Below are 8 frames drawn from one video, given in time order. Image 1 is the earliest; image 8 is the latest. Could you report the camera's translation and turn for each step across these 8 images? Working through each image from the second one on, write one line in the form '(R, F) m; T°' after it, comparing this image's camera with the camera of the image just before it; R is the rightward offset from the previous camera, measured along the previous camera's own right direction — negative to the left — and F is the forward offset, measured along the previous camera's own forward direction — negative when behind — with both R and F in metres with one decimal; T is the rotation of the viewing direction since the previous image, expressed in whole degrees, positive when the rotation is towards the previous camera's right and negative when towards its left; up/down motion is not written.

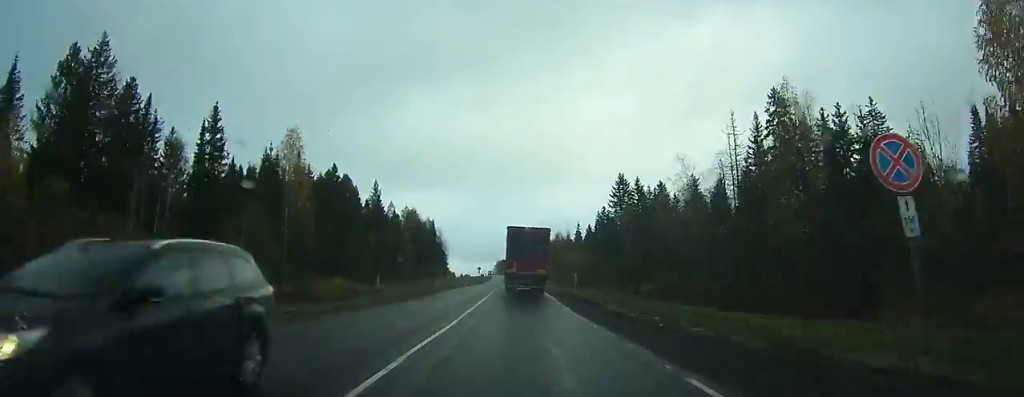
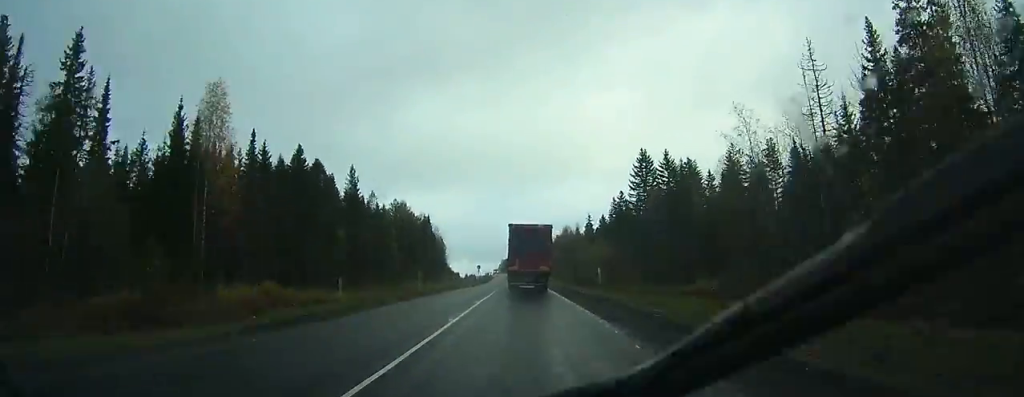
(0.0, +19.3) m; 0°
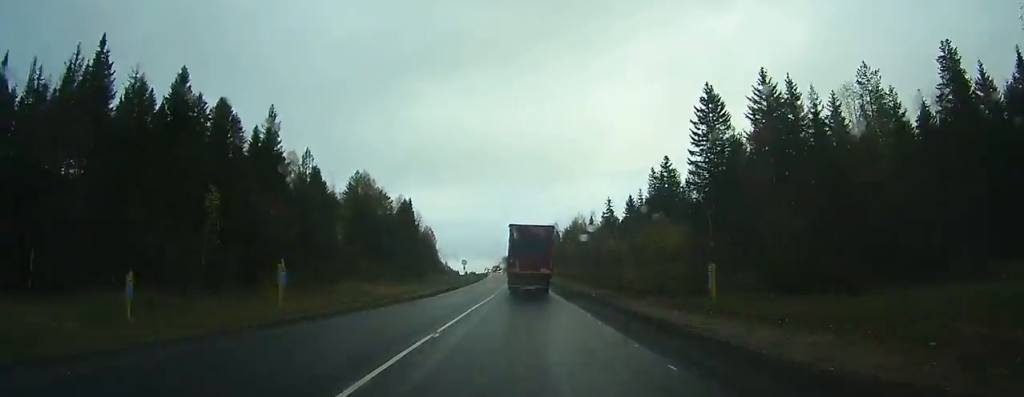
(-0.1, +35.4) m; 0°
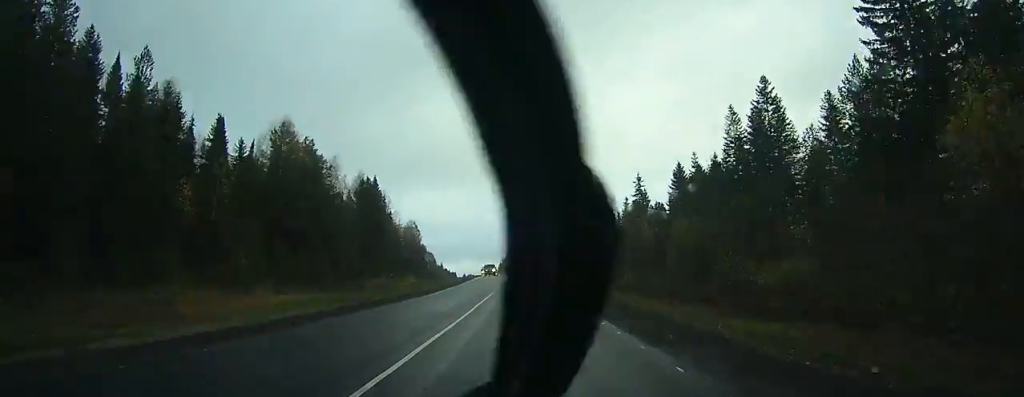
(-0.1, +35.8) m; 0°
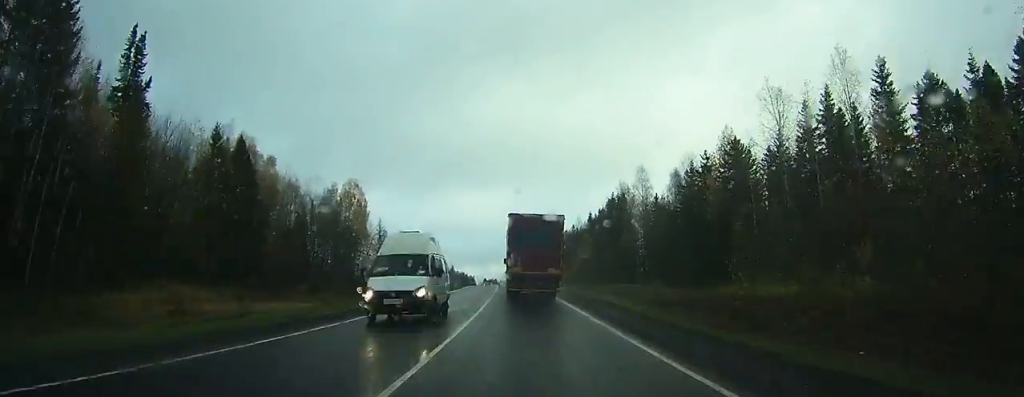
(-1.5, +91.6) m; -2°
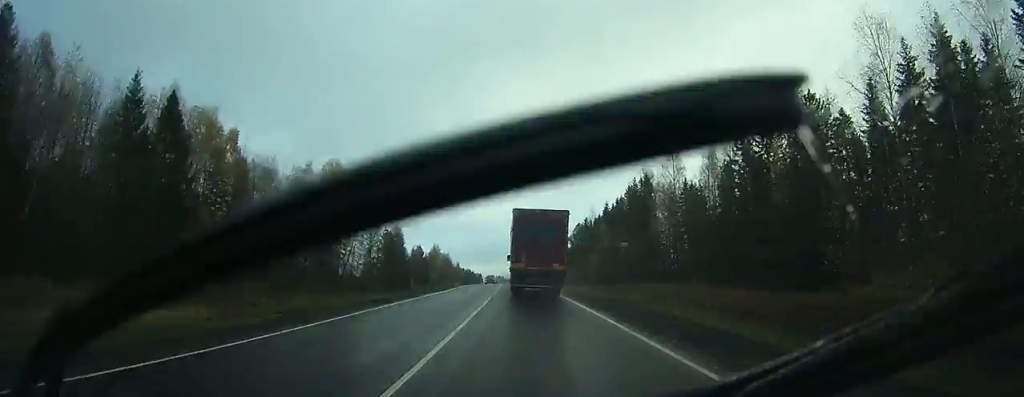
(-0.1, +15.3) m; 0°
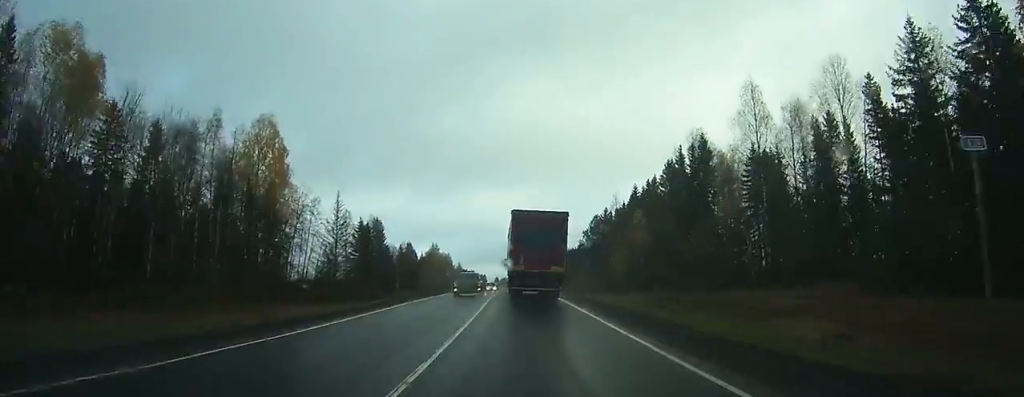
(0.0, +27.8) m; -1°
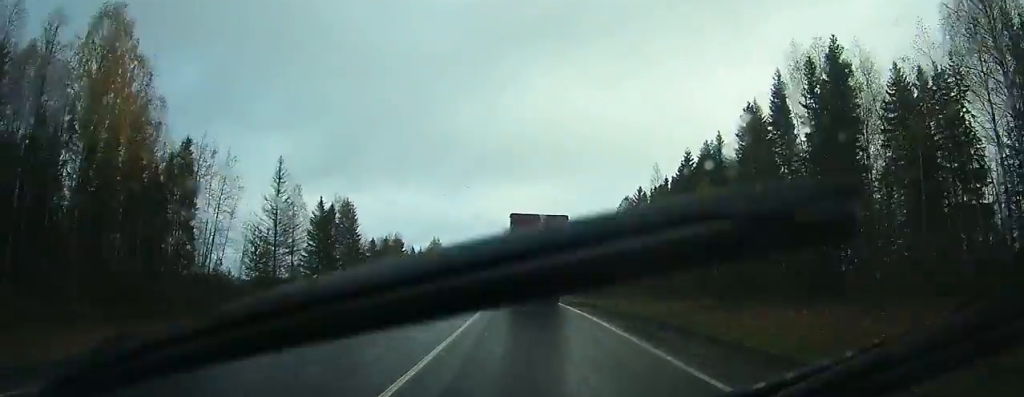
(-0.4, +28.6) m; -1°
